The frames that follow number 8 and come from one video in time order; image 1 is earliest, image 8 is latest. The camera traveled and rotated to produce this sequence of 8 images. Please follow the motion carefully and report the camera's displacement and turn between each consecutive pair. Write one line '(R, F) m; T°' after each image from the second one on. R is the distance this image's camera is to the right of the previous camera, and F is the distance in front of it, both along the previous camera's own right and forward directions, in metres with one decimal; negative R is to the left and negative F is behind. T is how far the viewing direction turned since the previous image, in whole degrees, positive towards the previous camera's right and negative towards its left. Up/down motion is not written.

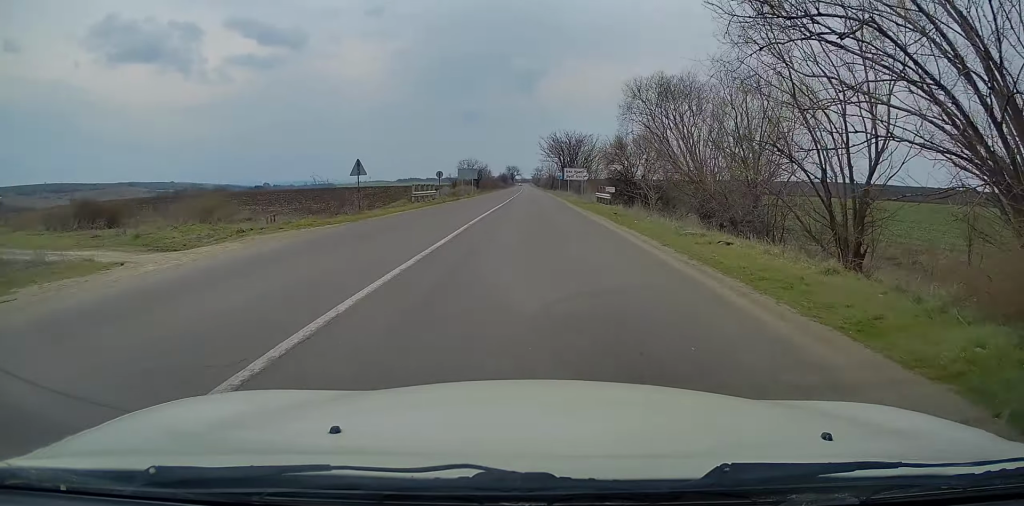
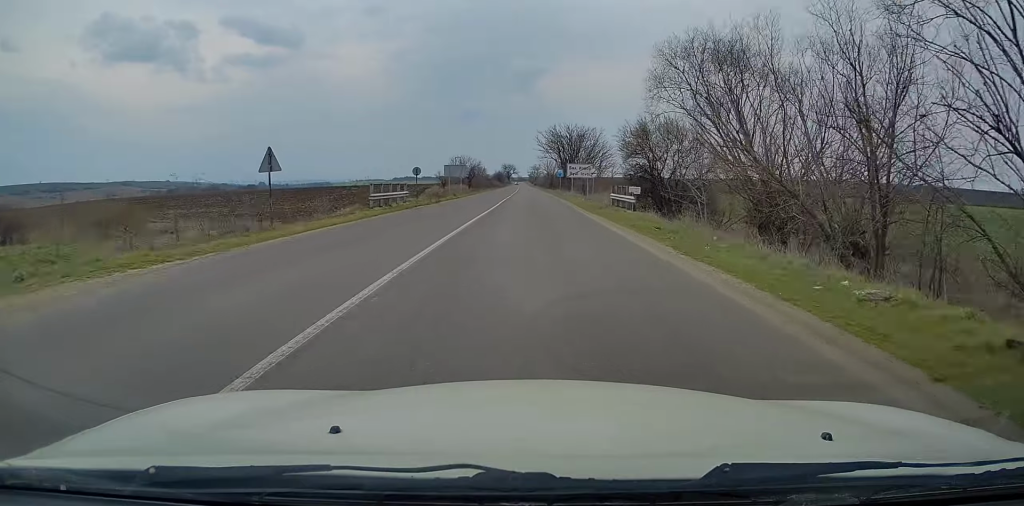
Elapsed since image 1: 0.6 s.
(+0.1, +9.9) m; 0°
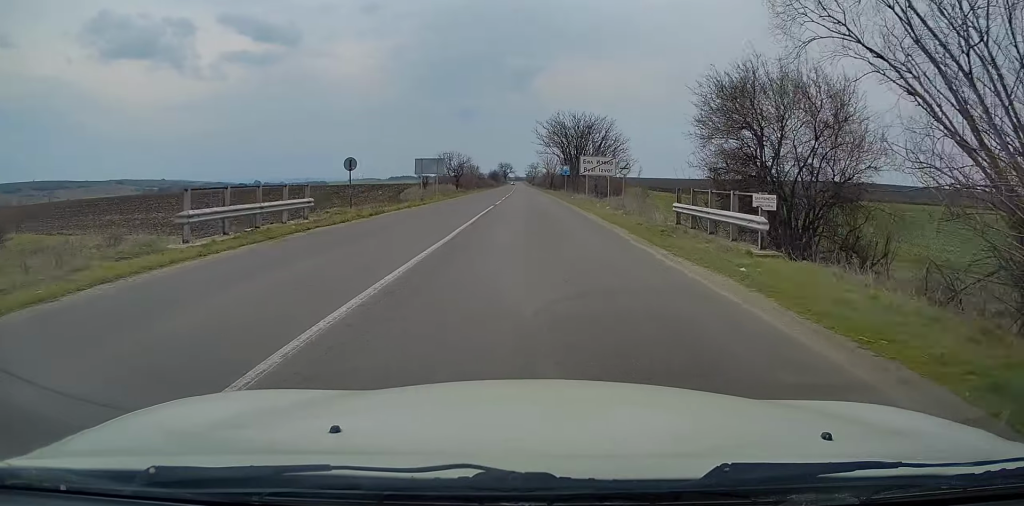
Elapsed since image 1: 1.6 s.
(+0.1, +16.4) m; 0°
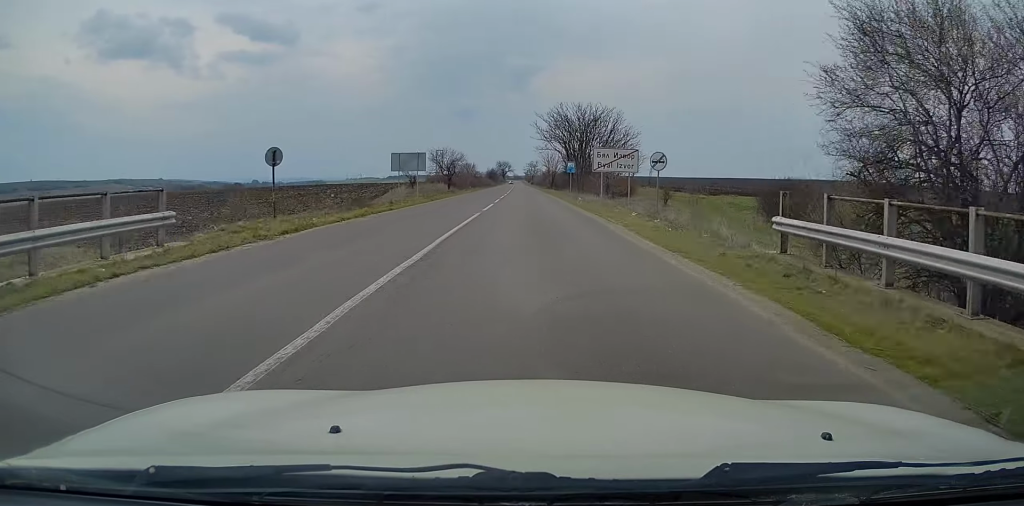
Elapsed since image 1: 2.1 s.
(+0.1, +8.7) m; 0°
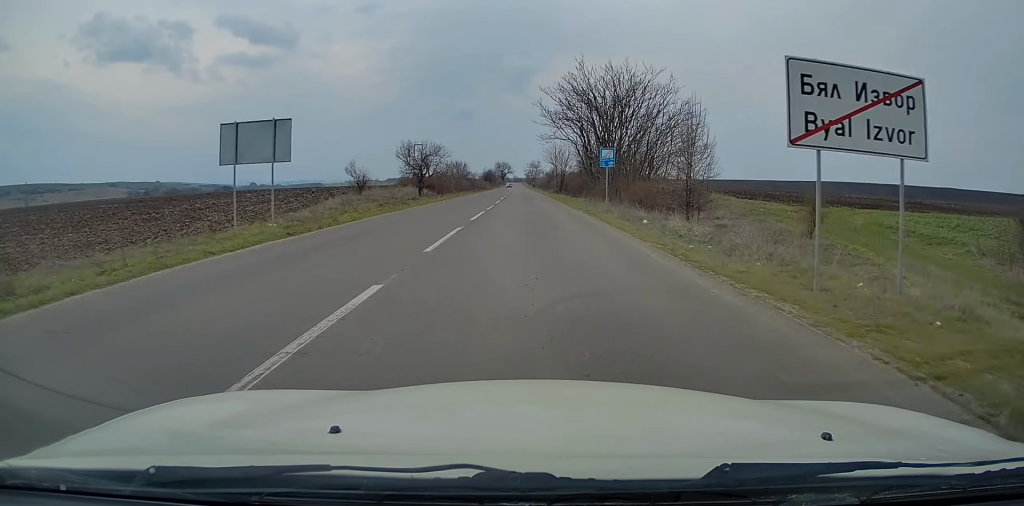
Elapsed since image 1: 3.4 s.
(-0.1, +25.0) m; 0°
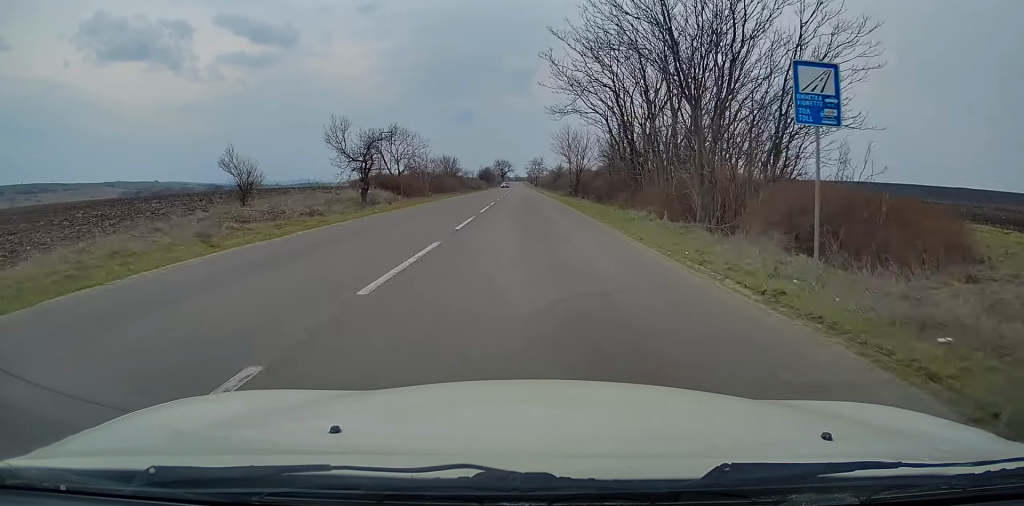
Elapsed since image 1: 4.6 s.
(0.0, +23.0) m; 0°
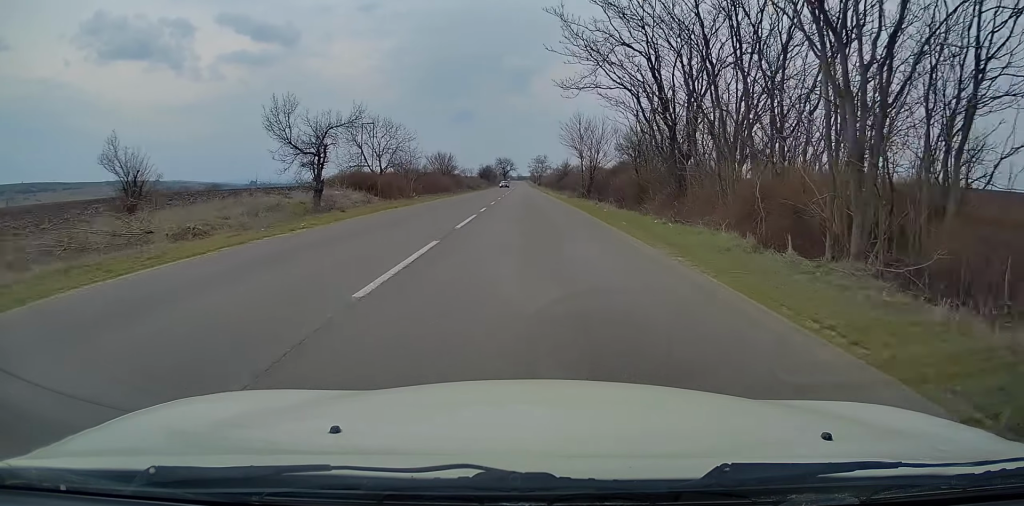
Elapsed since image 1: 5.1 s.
(0.0, +9.9) m; 0°
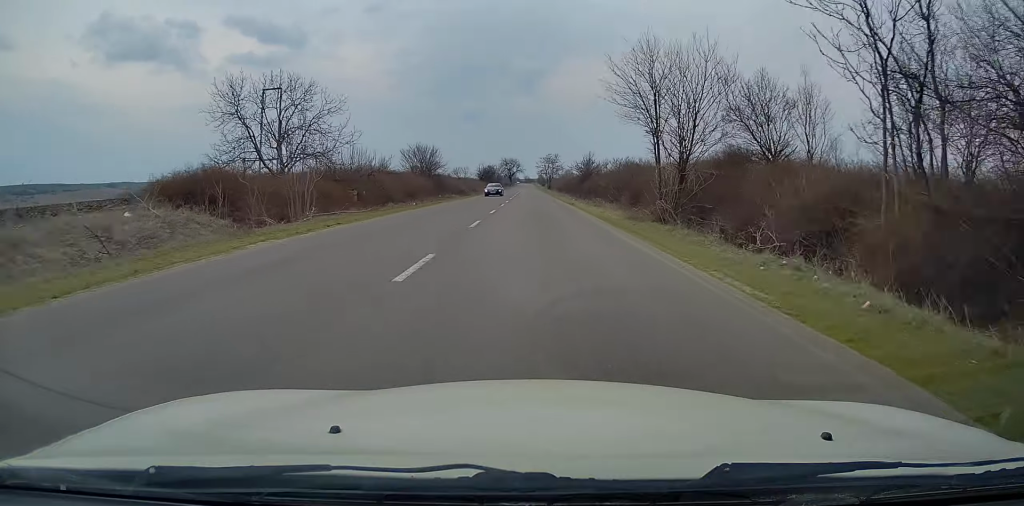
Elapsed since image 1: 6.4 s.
(-0.2, +26.5) m; -1°
